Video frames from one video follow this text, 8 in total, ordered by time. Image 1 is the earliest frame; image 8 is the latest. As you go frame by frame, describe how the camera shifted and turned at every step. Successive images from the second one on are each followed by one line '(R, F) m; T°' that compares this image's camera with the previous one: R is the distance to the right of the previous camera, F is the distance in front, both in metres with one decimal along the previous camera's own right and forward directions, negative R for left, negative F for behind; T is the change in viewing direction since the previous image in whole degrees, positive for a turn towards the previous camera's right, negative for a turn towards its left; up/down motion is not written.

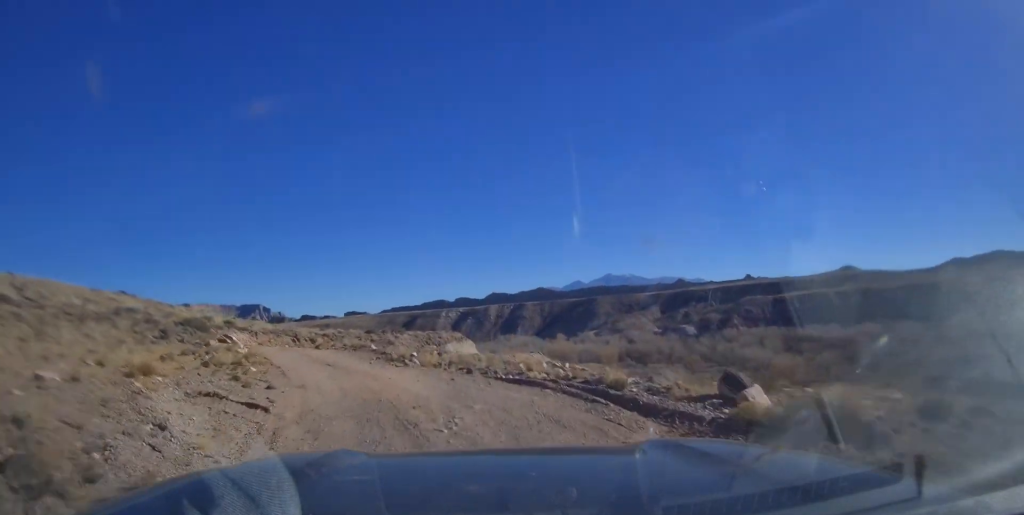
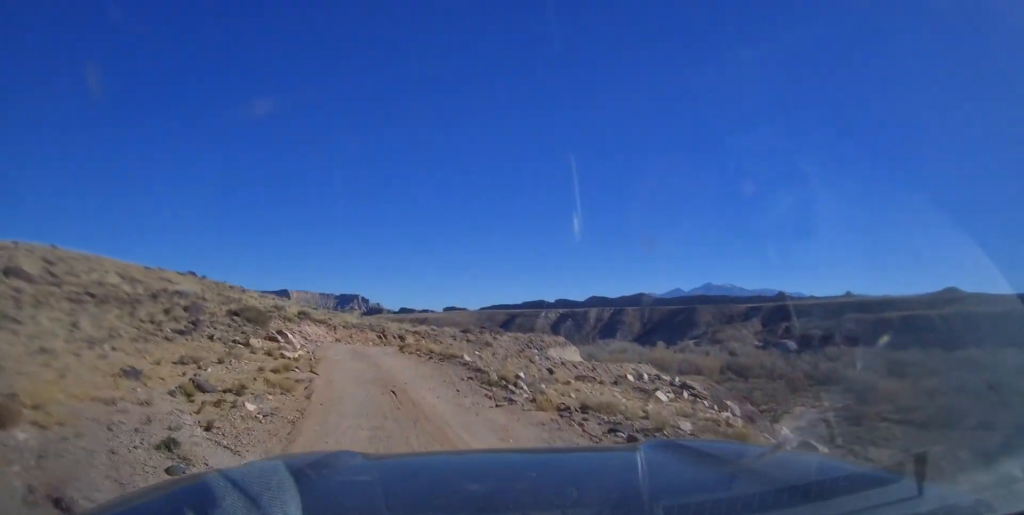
(-0.9, +6.2) m; -11°
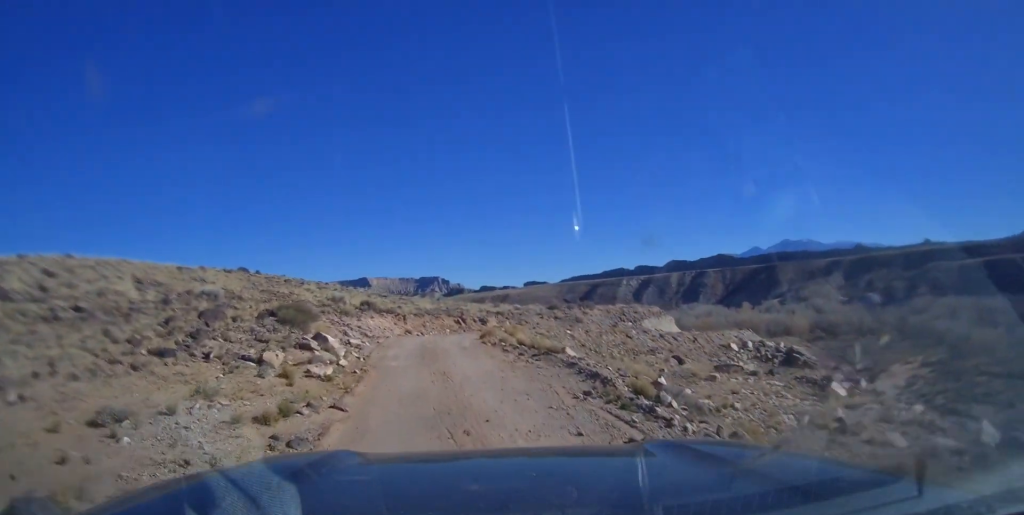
(-0.1, +5.9) m; -11°
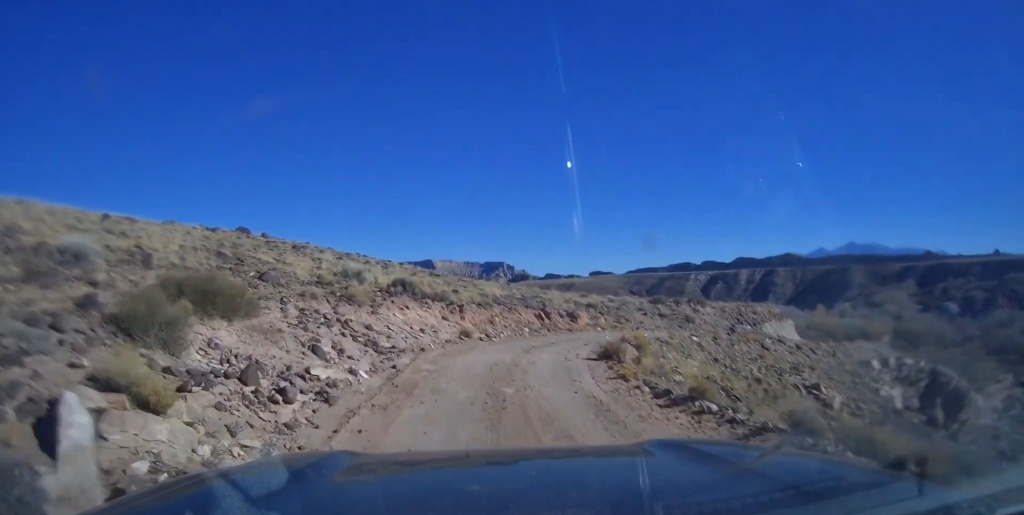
(-2.9, +13.2) m; -12°
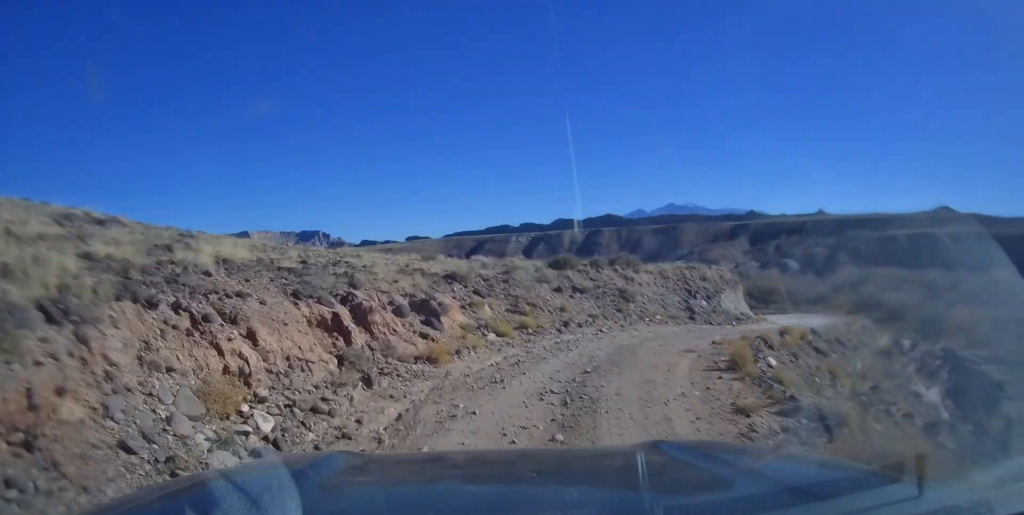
(+1.8, +20.6) m; +13°
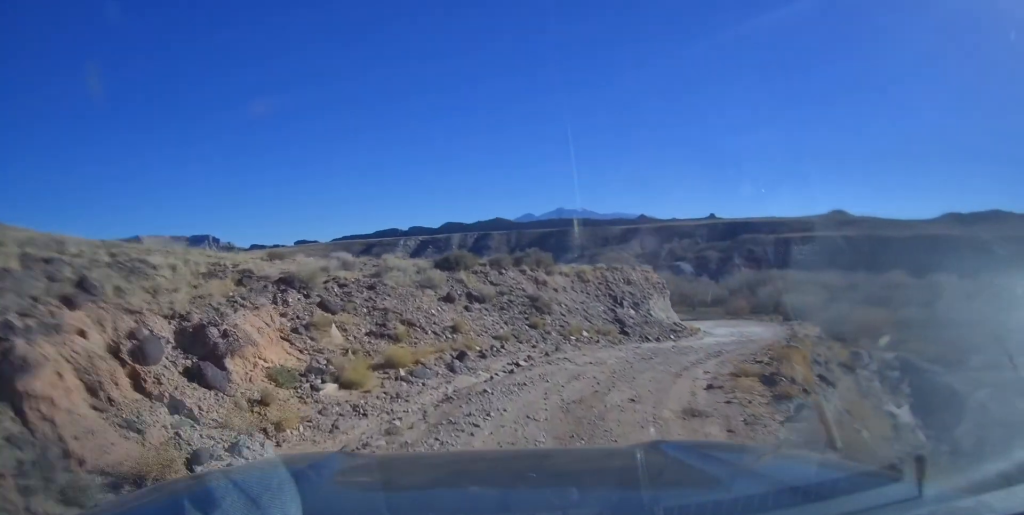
(+0.1, +6.0) m; +6°
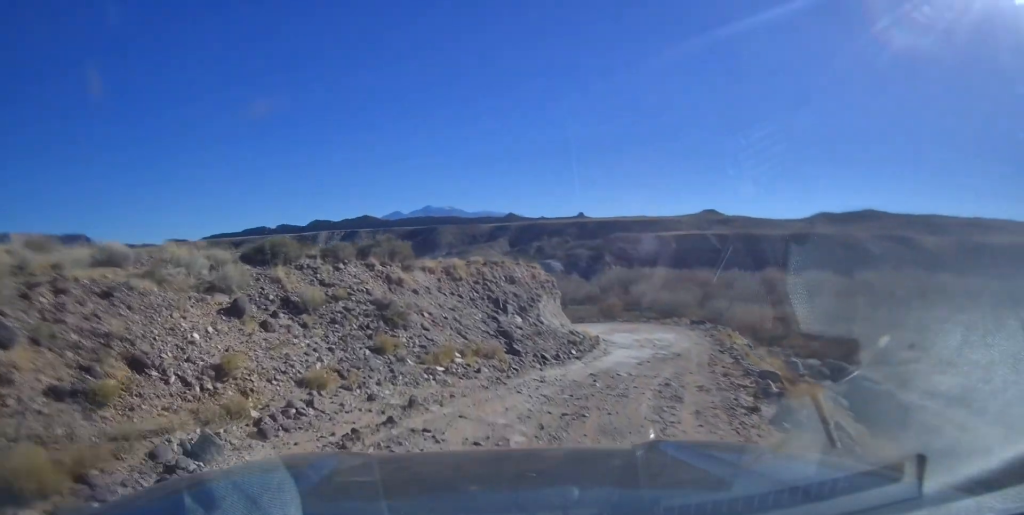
(+0.4, +6.1) m; +8°
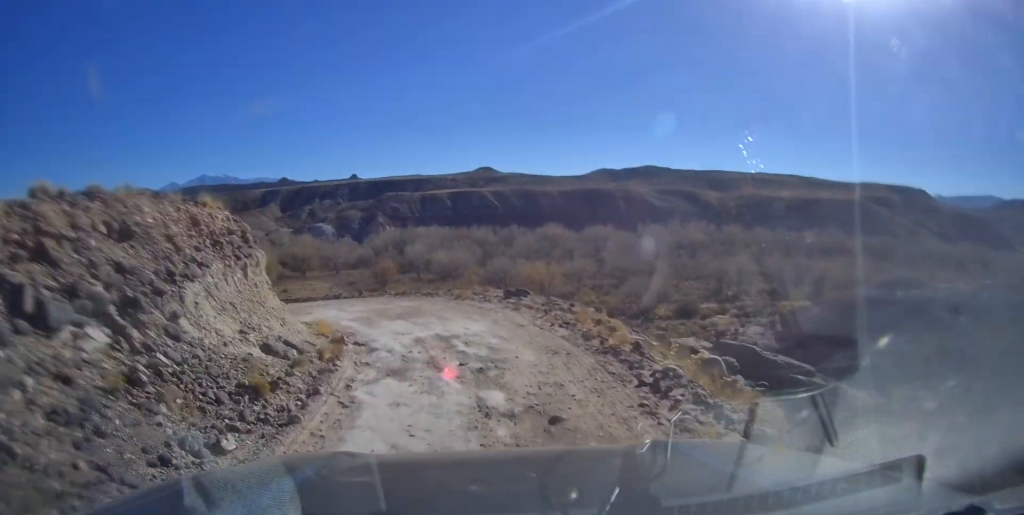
(+2.2, +12.8) m; +25°
